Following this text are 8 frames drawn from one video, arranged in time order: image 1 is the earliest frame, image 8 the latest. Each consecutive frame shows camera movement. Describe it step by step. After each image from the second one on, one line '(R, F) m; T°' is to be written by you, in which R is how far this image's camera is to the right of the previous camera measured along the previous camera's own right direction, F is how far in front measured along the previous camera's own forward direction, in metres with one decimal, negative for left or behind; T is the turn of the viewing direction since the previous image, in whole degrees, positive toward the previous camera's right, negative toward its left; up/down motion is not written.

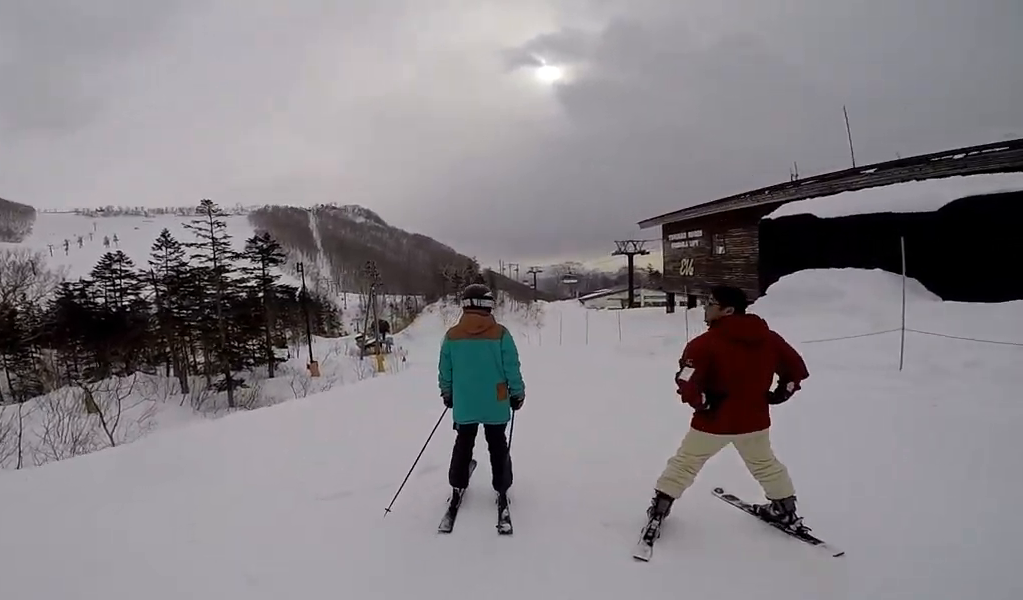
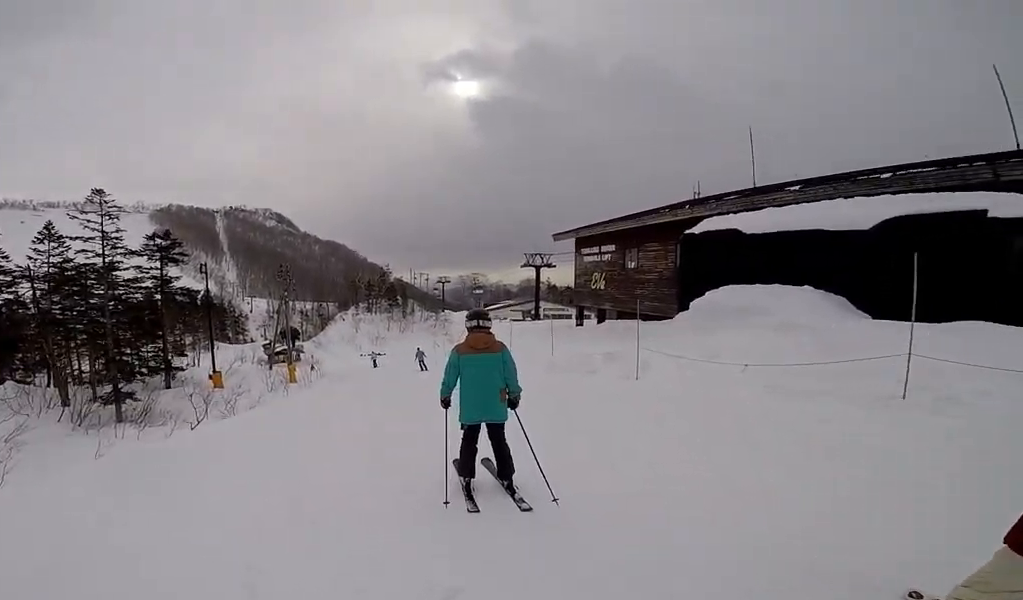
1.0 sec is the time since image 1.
(+0.6, +2.2) m; +20°
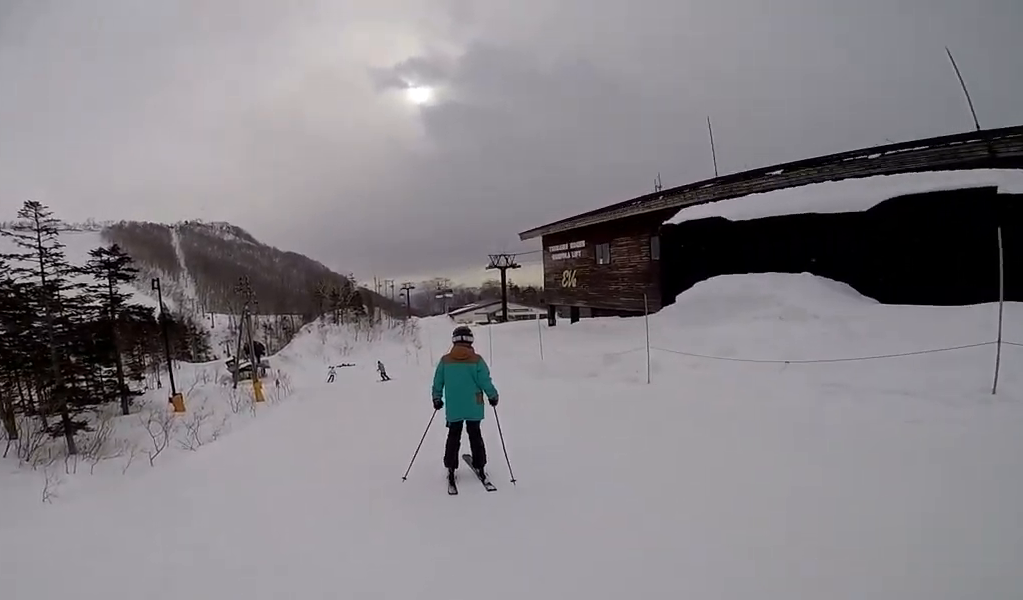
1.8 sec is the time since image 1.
(+0.2, +2.0) m; -3°
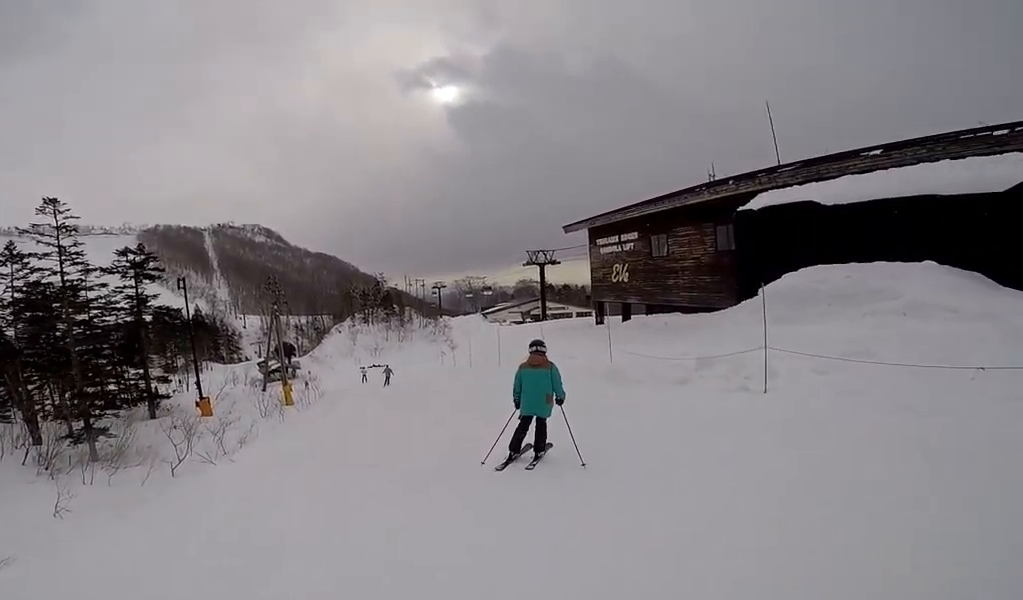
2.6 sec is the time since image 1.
(-0.2, +2.4) m; -9°
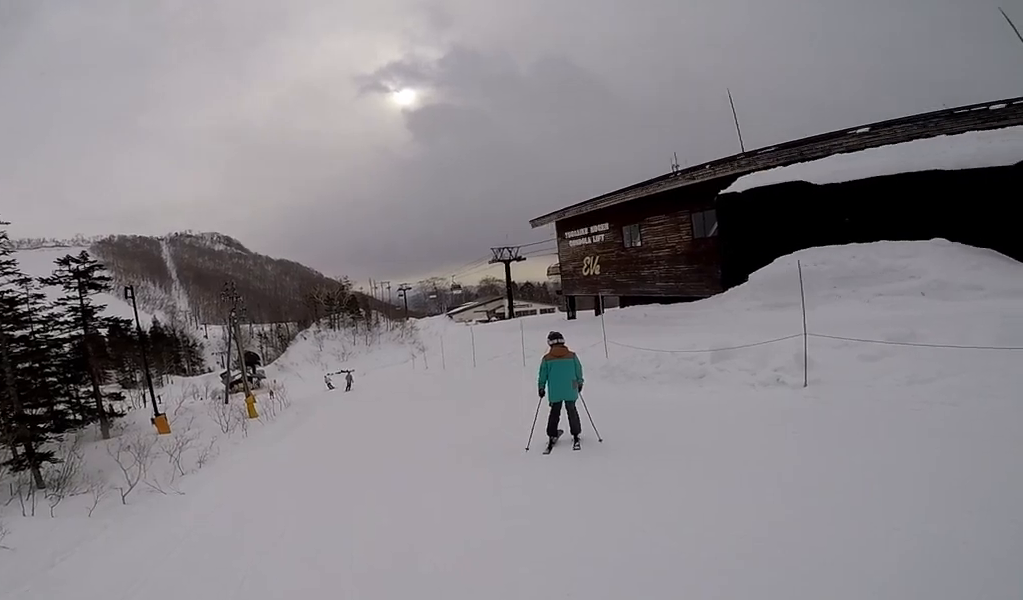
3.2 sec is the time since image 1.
(-0.7, +2.1) m; +6°
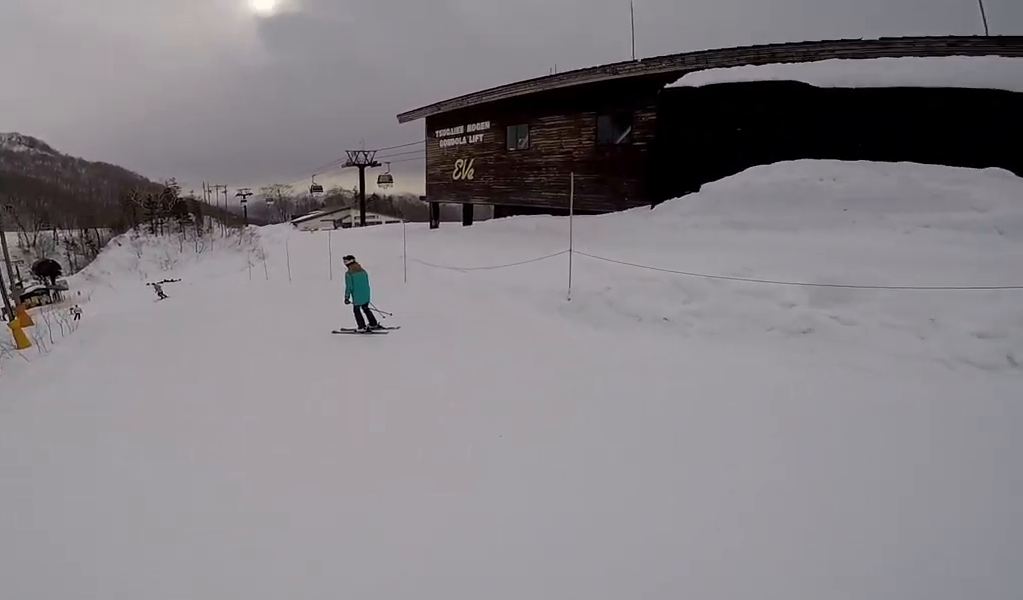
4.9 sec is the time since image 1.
(+2.7, +6.4) m; +24°
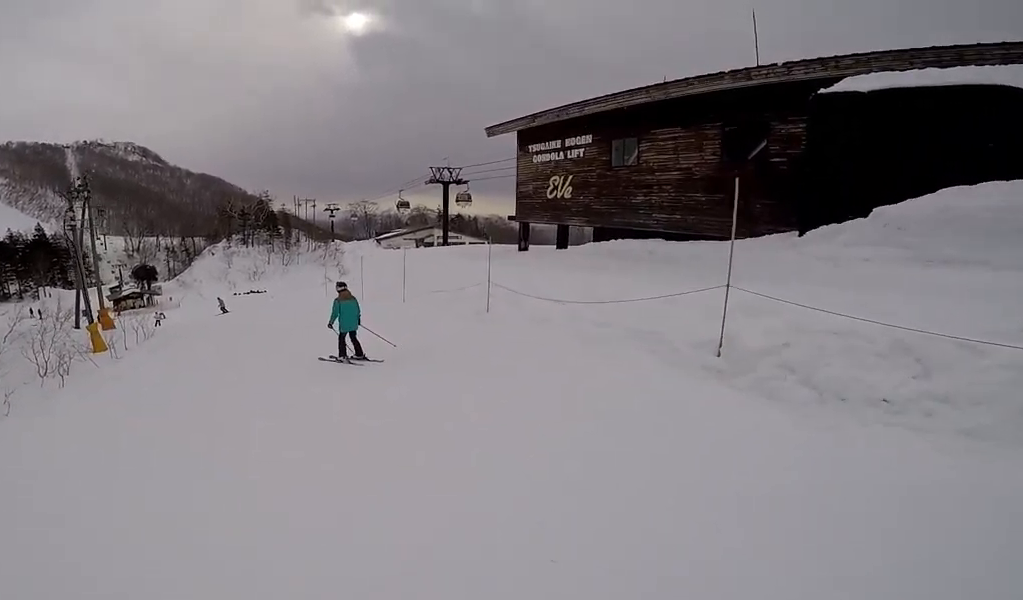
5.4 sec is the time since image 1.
(+0.1, +2.0) m; -4°
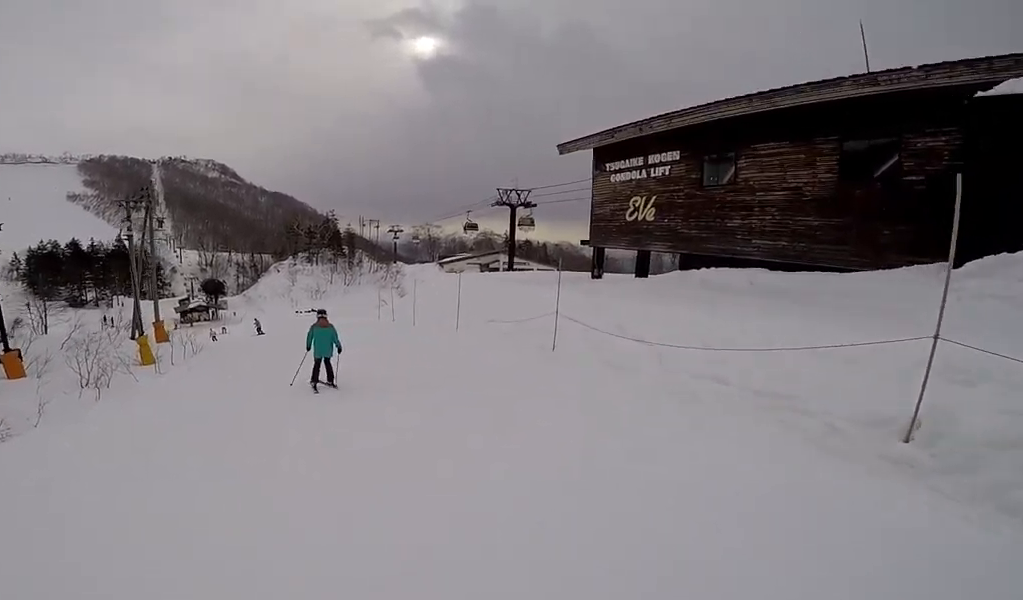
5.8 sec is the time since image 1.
(-0.1, +1.9) m; -10°
